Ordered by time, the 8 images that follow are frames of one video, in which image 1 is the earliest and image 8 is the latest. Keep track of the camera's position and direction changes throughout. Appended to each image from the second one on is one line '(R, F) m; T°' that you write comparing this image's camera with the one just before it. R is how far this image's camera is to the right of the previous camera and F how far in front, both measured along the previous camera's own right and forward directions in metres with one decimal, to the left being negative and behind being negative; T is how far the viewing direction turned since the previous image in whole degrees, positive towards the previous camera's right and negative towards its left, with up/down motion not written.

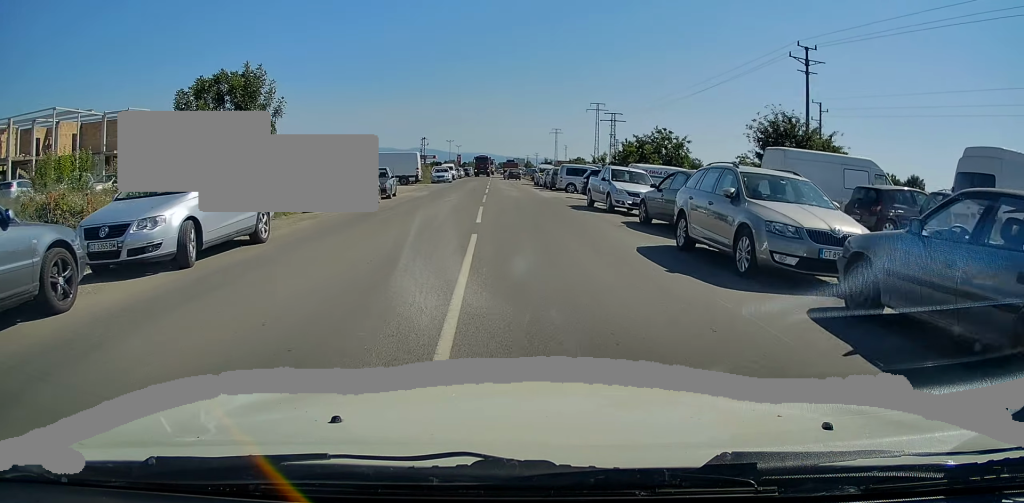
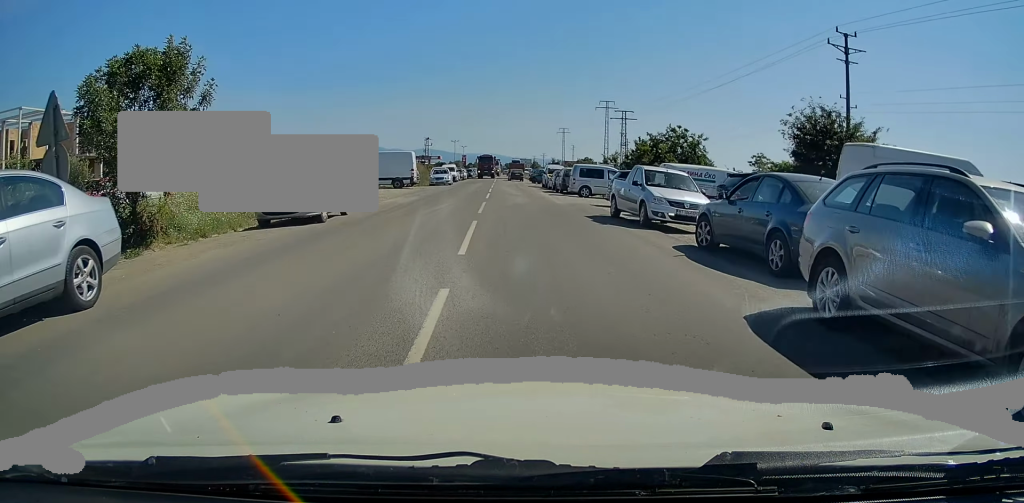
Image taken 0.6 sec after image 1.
(0.0, +5.2) m; 0°
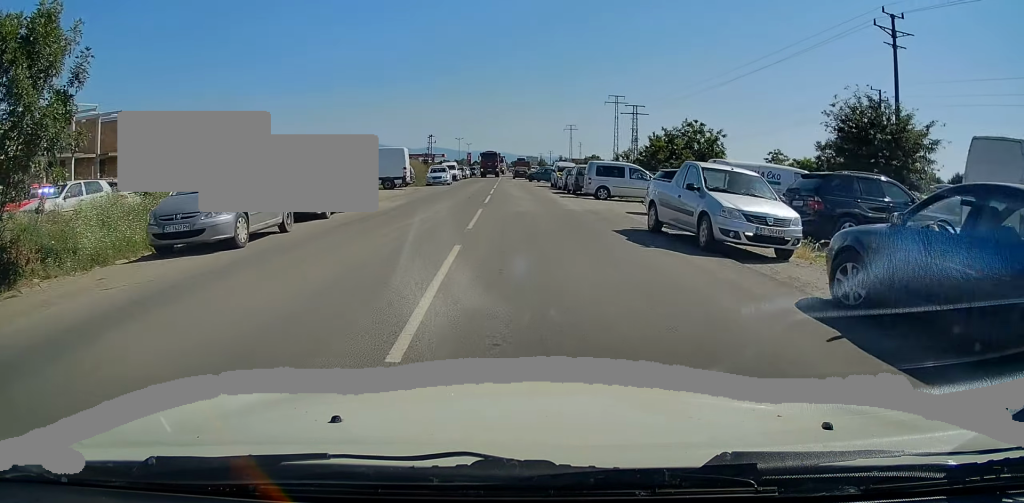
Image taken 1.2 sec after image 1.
(0.0, +4.9) m; 0°
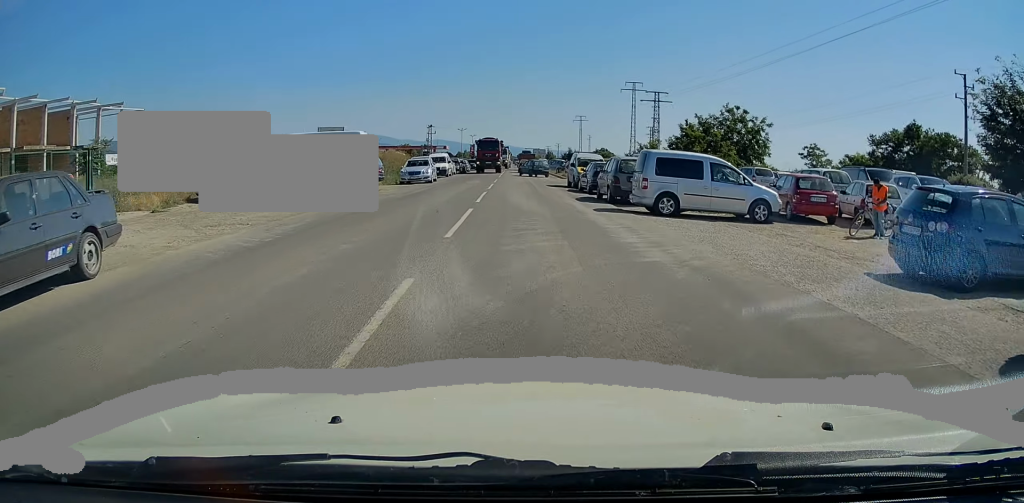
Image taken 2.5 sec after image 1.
(-0.1, +12.2) m; -1°
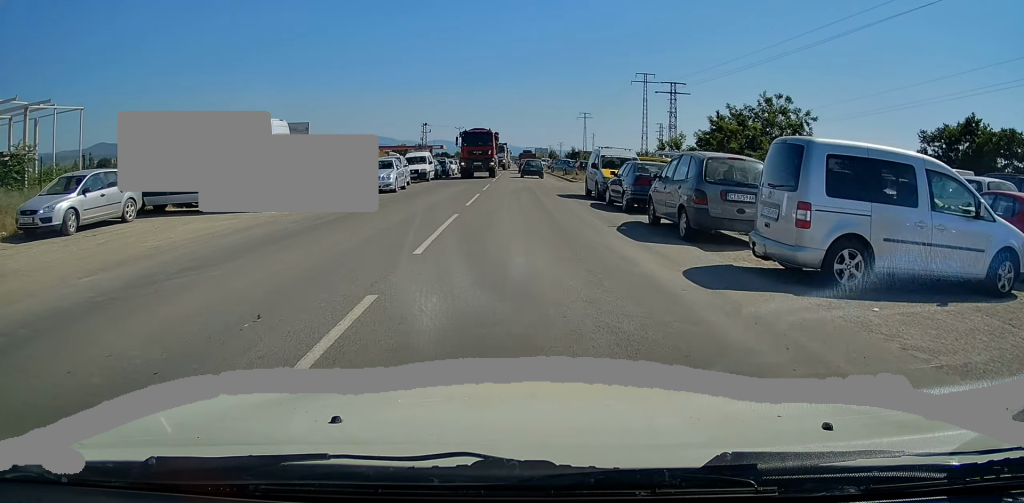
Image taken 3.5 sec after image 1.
(-0.1, +10.4) m; -1°
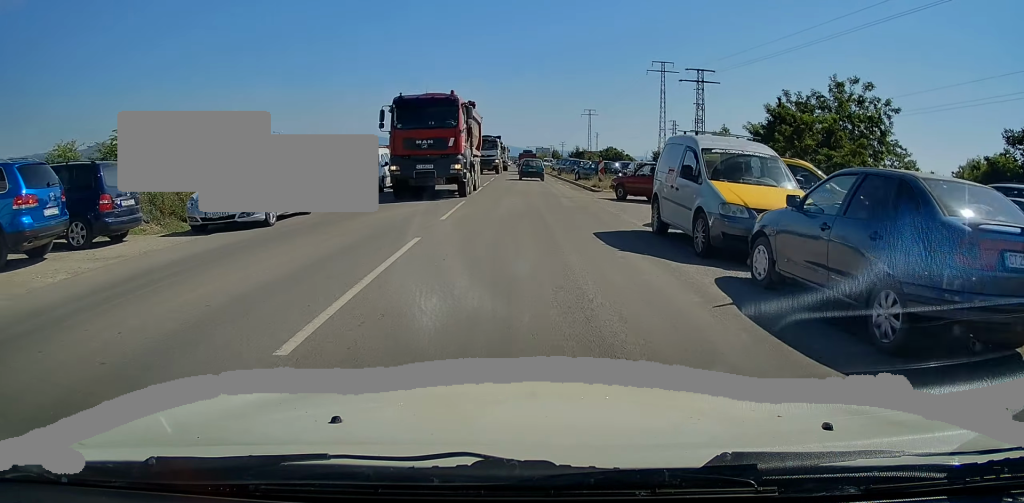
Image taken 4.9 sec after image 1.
(0.0, +13.5) m; 0°
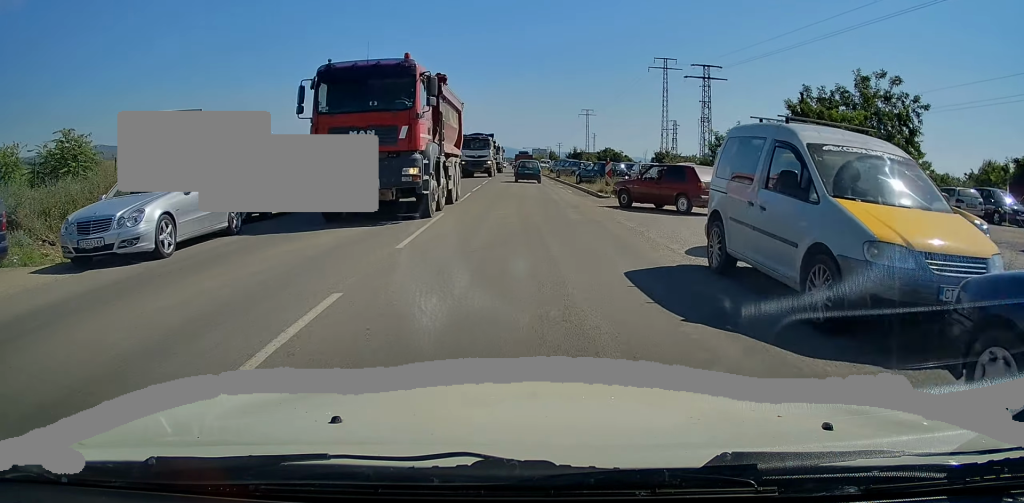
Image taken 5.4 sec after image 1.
(0.0, +4.1) m; +1°
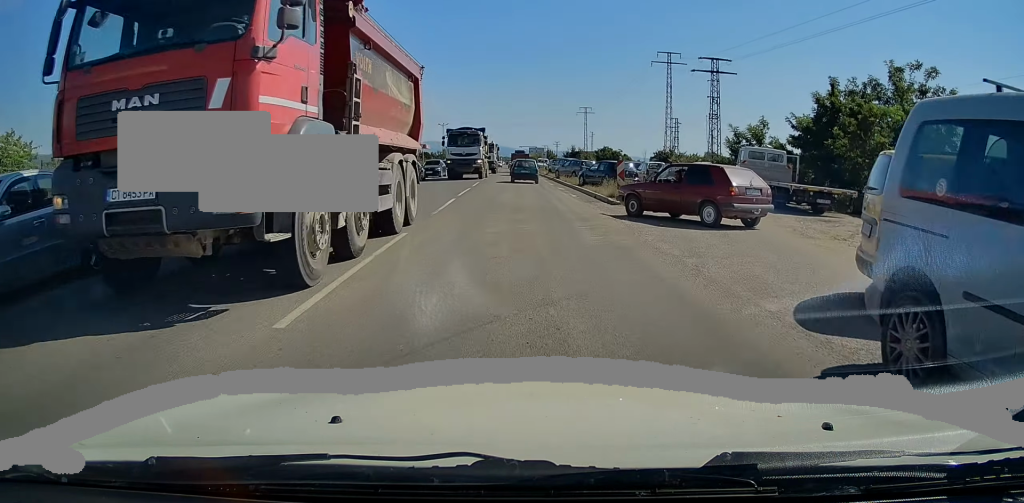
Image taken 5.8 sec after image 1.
(-0.1, +4.4) m; +1°
